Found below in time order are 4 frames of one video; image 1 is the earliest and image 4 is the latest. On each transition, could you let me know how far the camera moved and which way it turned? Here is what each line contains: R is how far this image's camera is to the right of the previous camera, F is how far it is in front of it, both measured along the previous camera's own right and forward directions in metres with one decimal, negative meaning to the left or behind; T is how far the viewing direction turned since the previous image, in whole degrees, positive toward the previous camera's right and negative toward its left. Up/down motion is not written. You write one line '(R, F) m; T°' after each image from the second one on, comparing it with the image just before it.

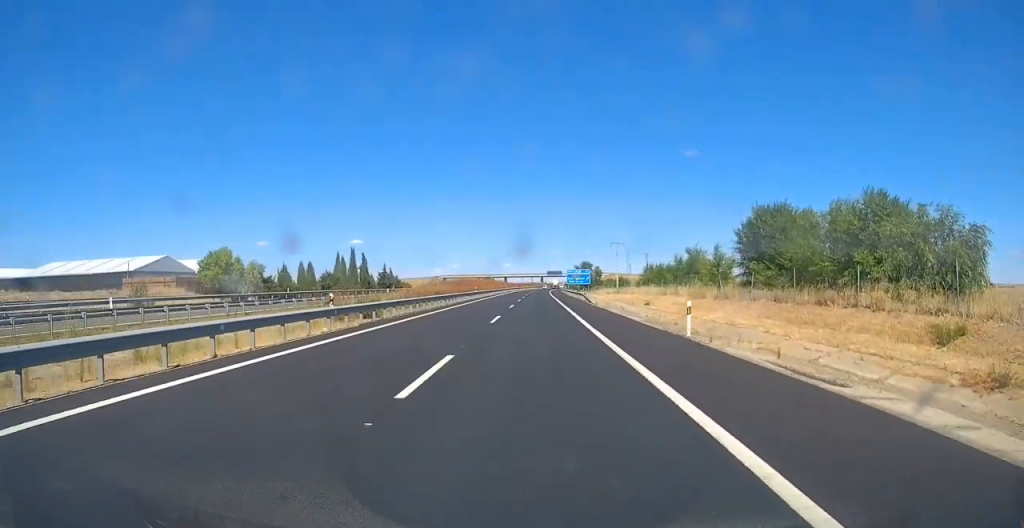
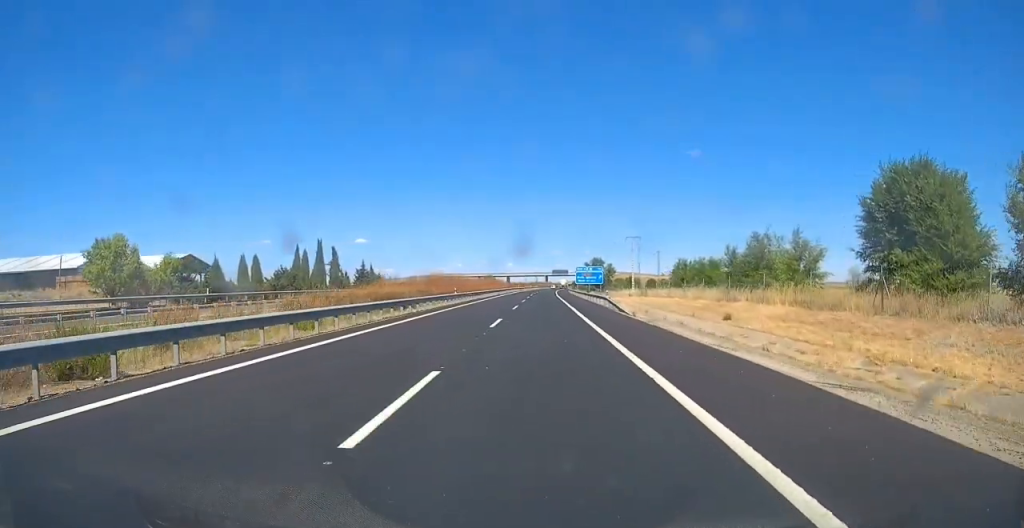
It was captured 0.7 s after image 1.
(-0.1, +19.8) m; 0°
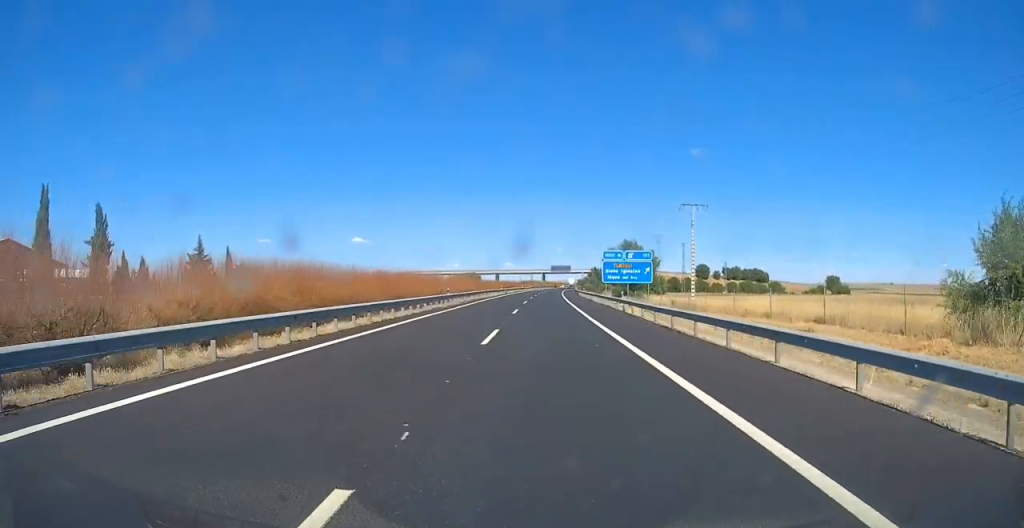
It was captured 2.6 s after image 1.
(+0.2, +57.5) m; +1°
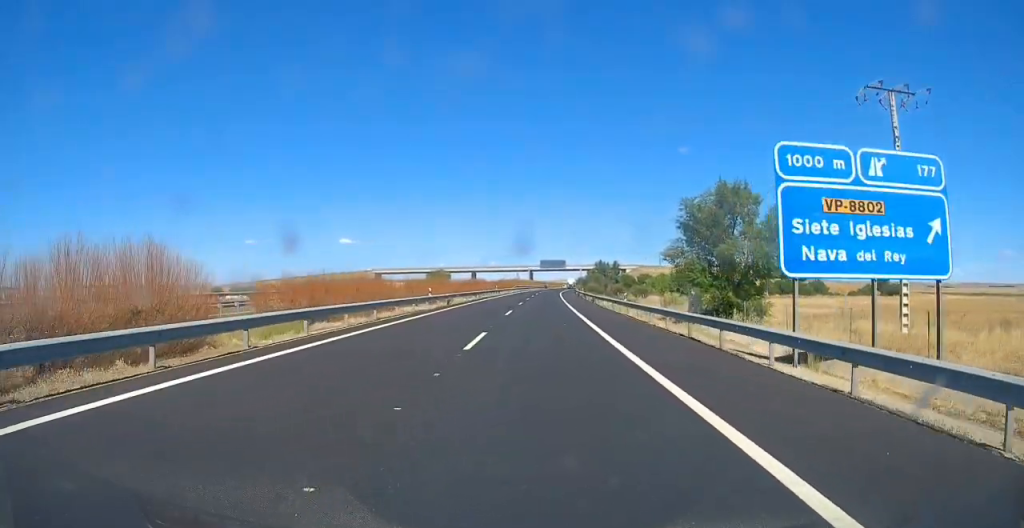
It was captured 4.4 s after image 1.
(+0.1, +52.4) m; 0°
